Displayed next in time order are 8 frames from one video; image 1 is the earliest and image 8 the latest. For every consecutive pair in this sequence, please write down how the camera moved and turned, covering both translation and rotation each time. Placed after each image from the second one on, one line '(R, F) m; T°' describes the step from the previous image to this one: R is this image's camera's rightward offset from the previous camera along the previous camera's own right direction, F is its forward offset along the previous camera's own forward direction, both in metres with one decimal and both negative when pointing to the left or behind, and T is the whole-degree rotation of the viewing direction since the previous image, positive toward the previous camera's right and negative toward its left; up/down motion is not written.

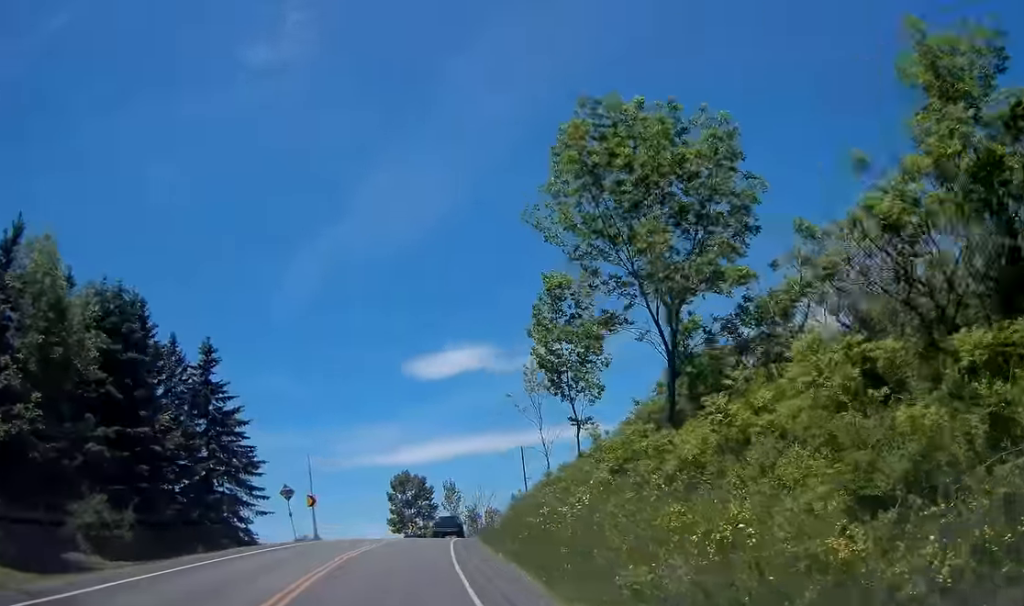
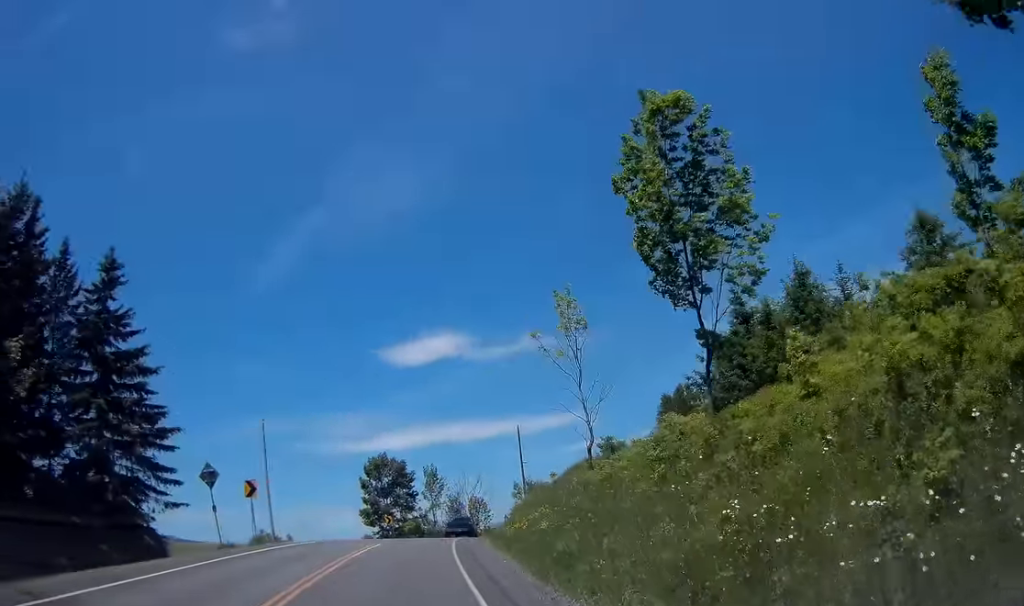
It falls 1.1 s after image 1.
(+0.2, +12.5) m; +2°
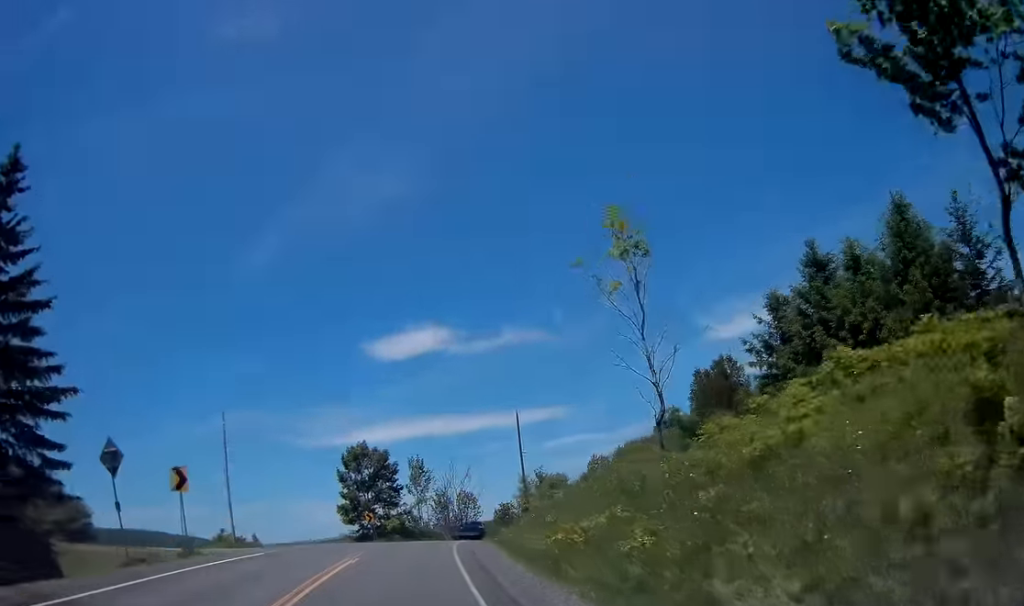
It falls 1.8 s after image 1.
(+0.1, +8.4) m; +1°
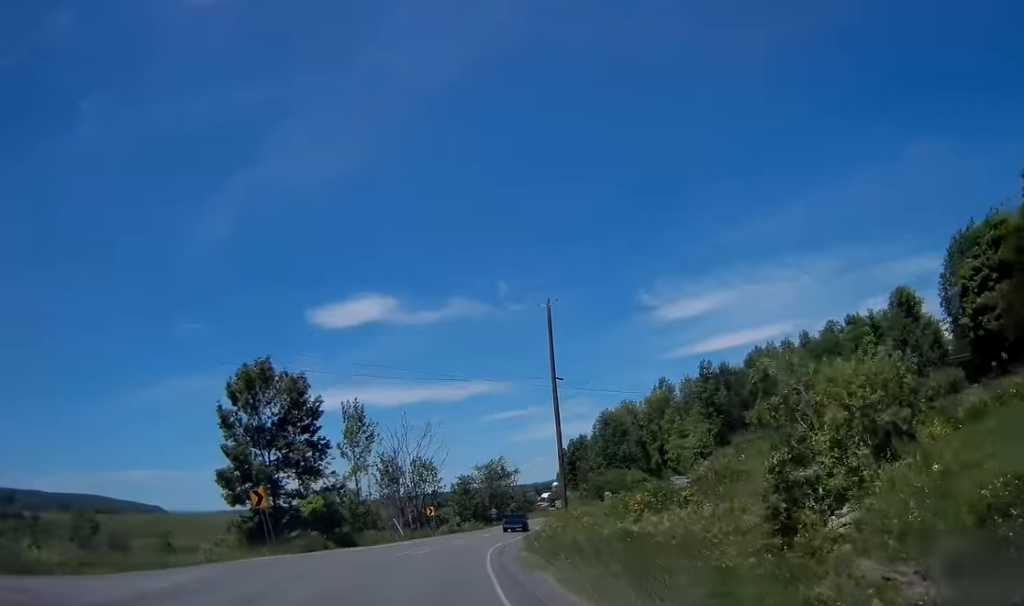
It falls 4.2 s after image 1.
(+1.2, +27.3) m; +5°
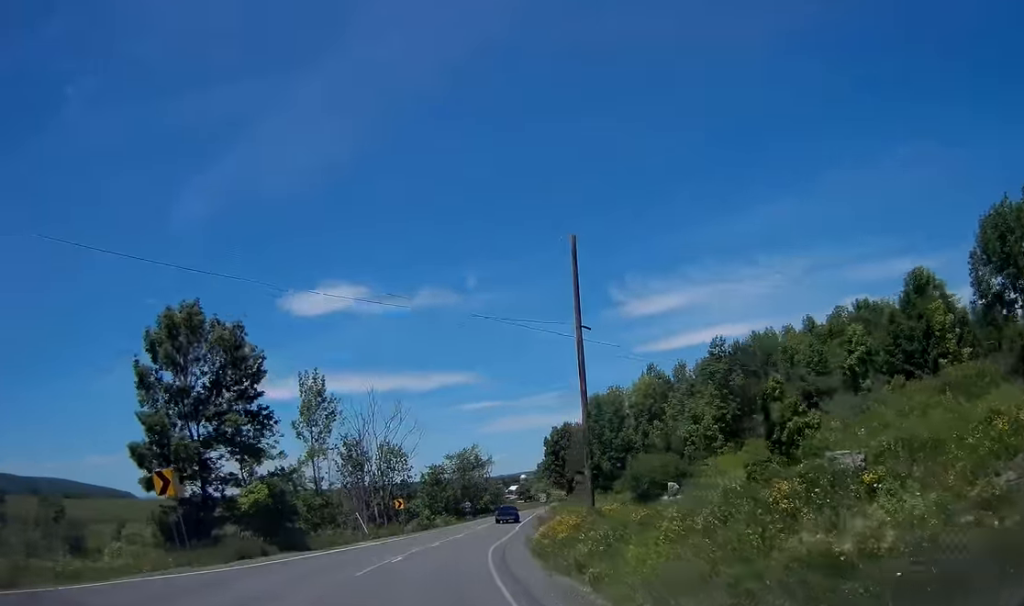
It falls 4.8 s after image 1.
(+0.1, +8.3) m; +2°
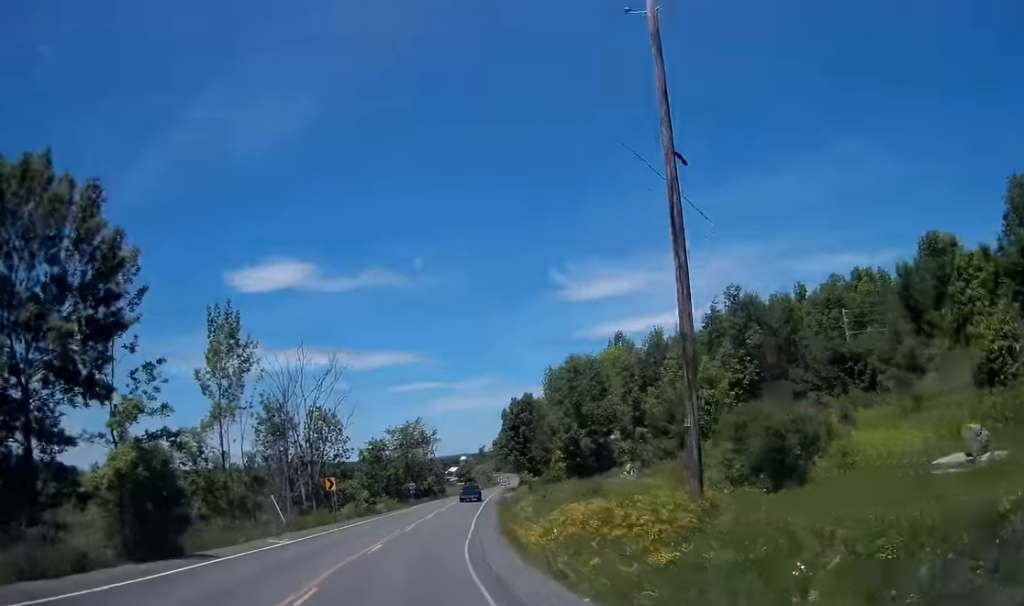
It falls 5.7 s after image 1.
(+0.3, +10.8) m; +3°
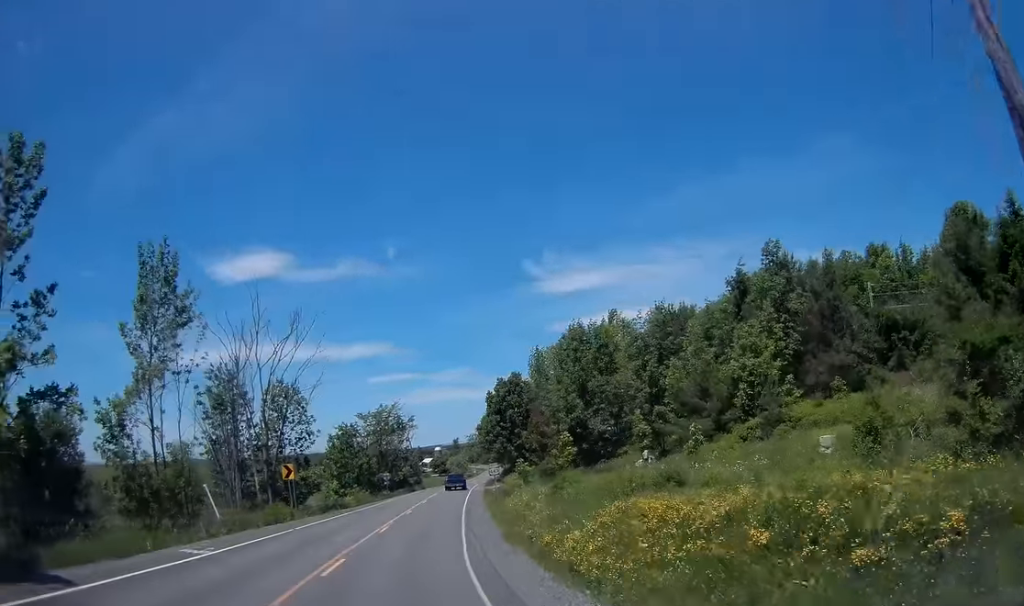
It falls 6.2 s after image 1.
(+0.2, +7.3) m; +2°
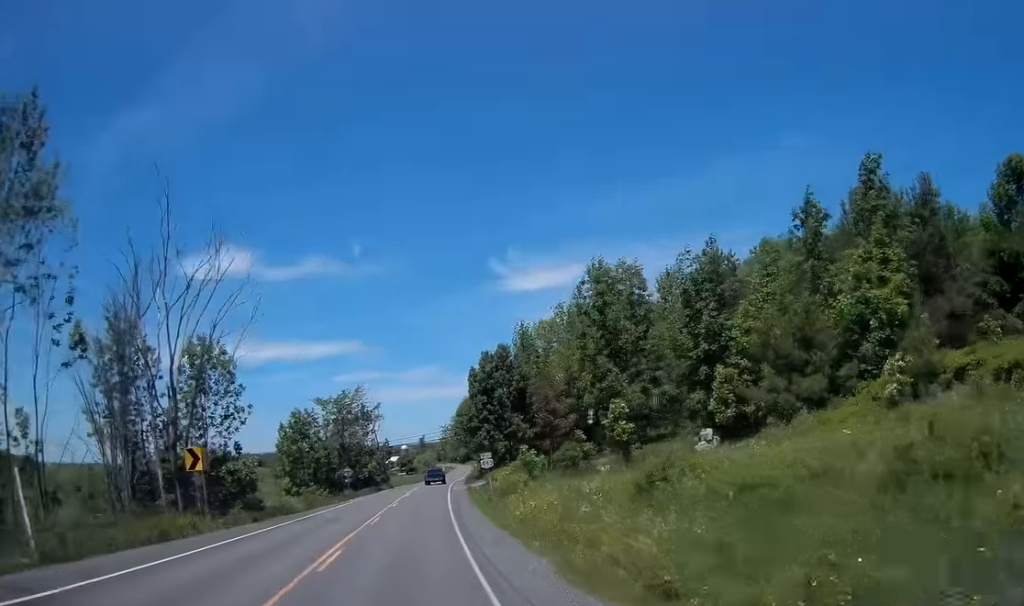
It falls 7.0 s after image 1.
(+0.1, +11.1) m; +3°
